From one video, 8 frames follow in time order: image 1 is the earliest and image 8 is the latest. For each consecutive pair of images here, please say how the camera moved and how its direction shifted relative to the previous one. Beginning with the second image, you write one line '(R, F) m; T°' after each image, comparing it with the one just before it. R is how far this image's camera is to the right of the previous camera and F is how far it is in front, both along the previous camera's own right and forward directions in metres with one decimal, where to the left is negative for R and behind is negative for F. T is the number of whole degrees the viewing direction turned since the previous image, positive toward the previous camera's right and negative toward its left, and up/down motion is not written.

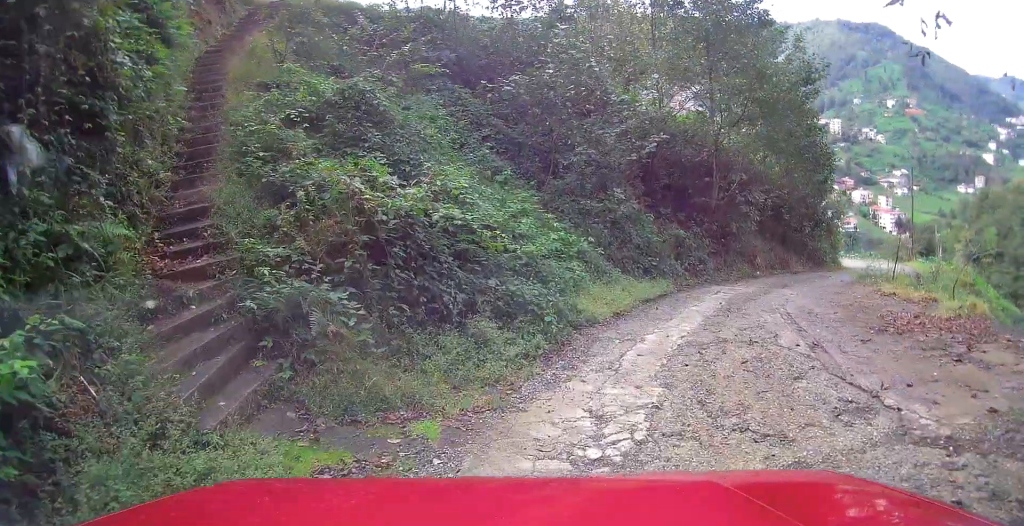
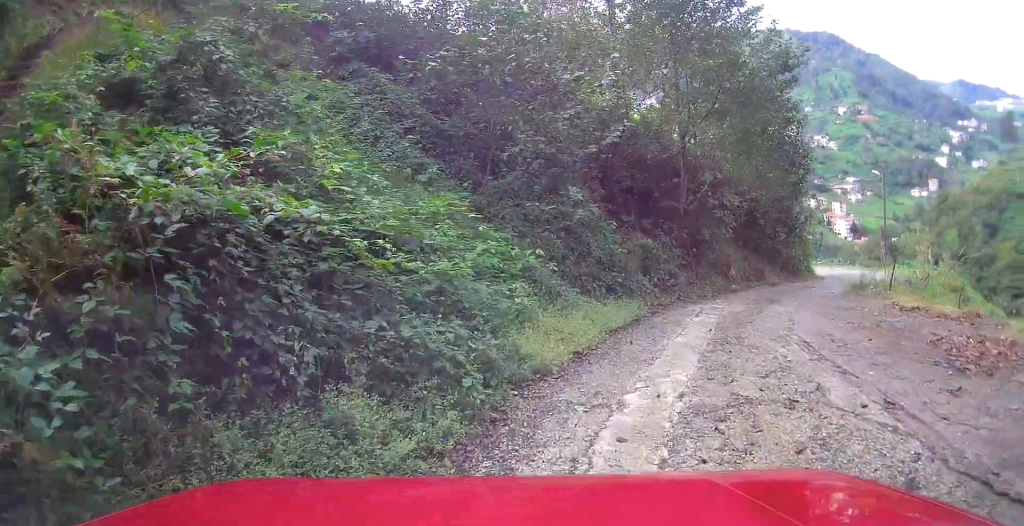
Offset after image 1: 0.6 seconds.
(0.0, +2.6) m; +4°
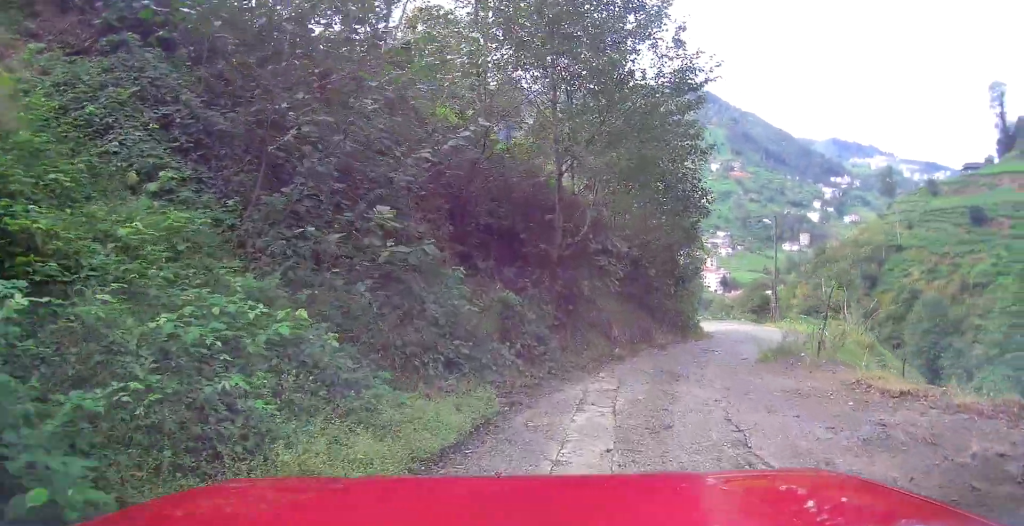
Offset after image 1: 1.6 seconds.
(+0.2, +3.8) m; +7°
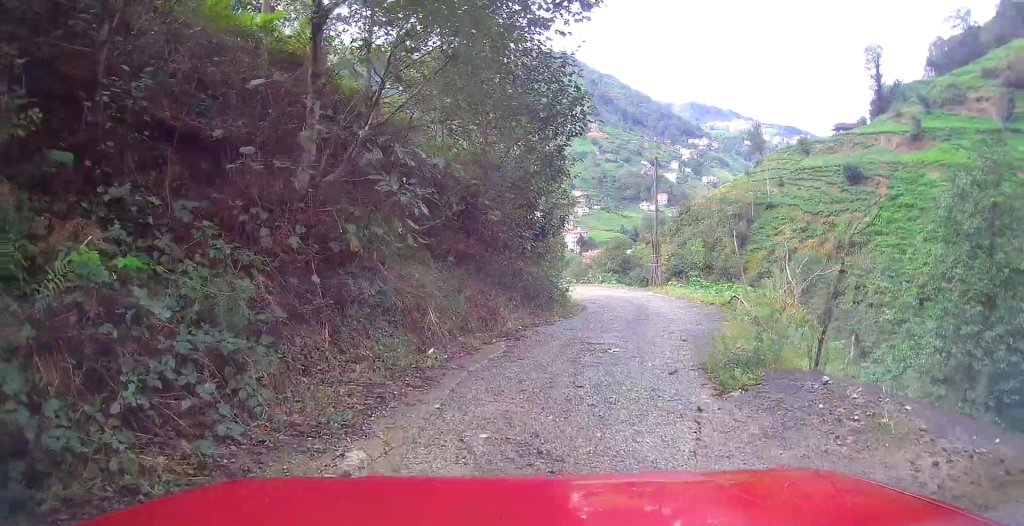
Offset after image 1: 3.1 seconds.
(+0.5, +6.3) m; +11°
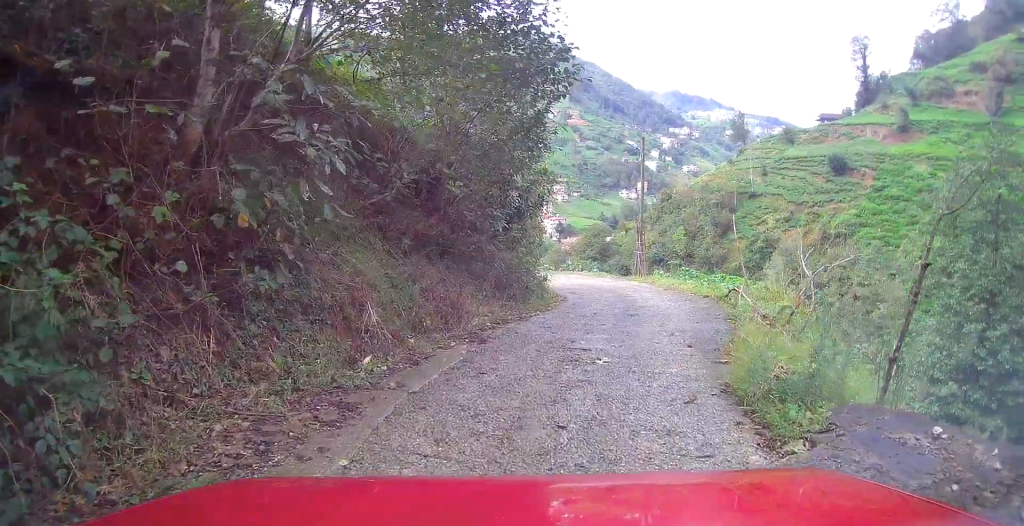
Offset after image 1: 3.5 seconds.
(+0.2, +2.0) m; +3°
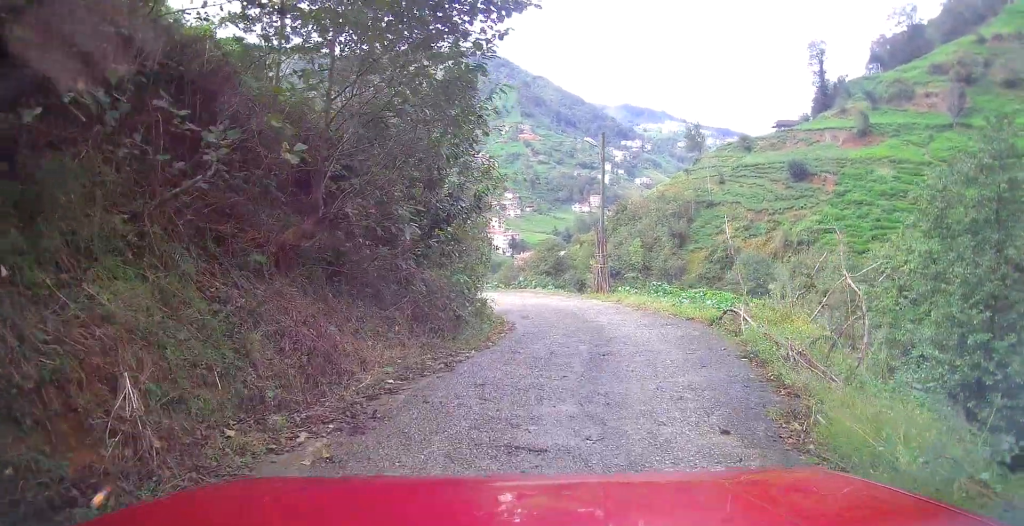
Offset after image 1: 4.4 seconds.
(+0.2, +3.8) m; +6°
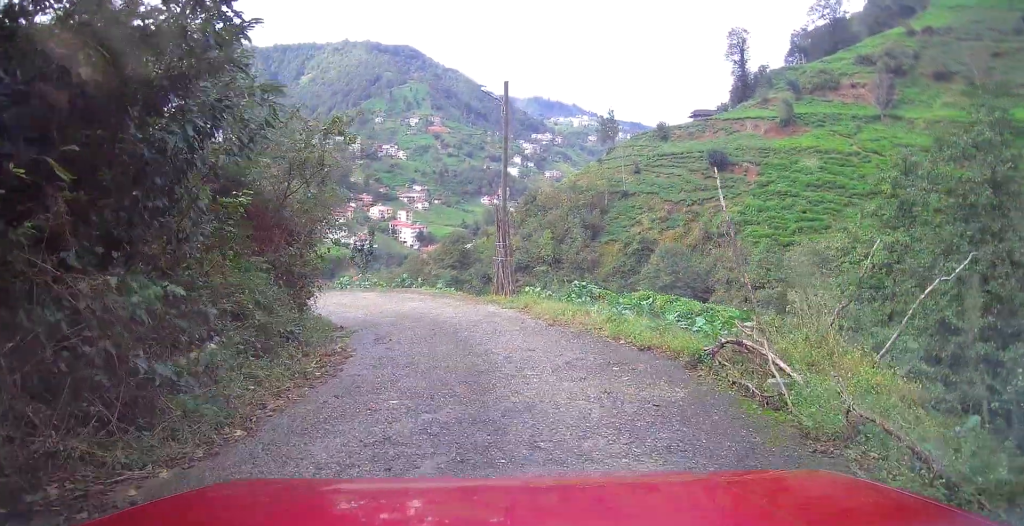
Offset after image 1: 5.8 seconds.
(+0.4, +5.9) m; +5°
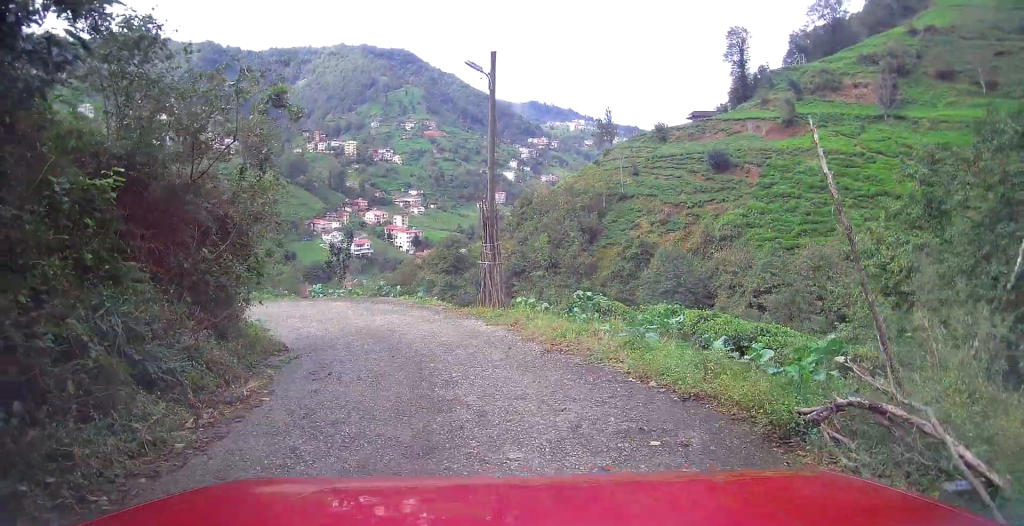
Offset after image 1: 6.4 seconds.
(0.0, +2.8) m; 0°
